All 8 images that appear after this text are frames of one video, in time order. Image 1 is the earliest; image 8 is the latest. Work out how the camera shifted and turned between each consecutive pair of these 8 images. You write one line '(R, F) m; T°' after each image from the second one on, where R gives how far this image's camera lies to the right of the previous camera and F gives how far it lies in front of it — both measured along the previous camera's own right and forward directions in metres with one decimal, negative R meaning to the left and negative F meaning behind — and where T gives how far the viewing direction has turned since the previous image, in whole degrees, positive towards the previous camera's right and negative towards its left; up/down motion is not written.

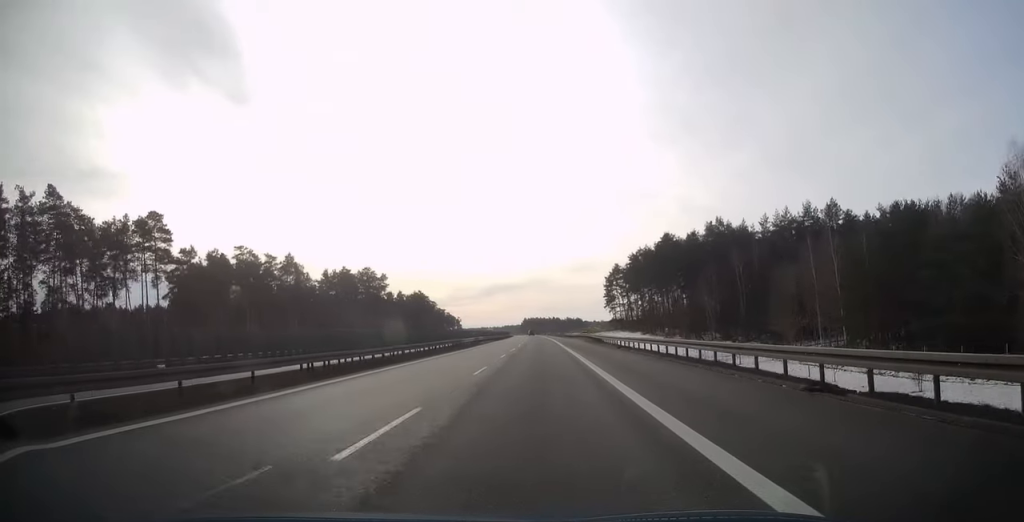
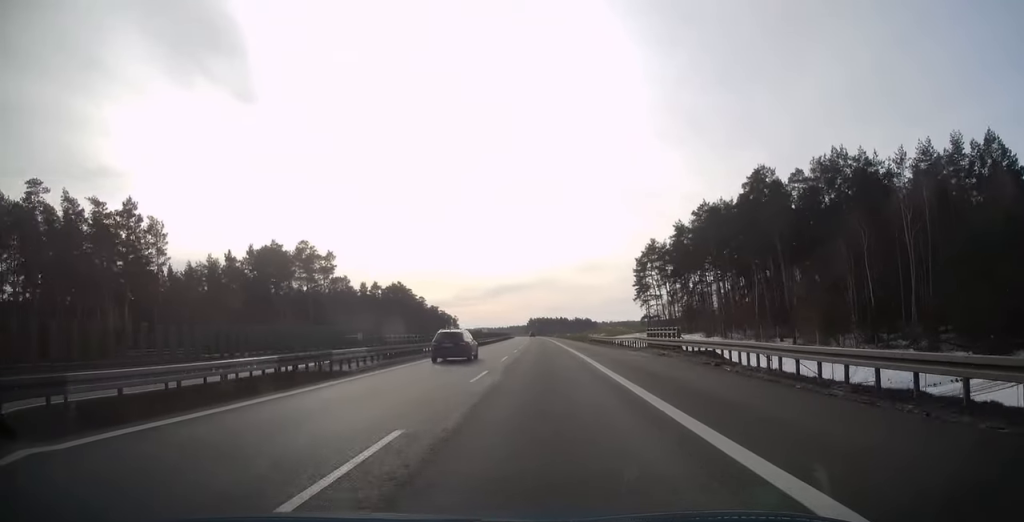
(-0.5, +50.4) m; -1°
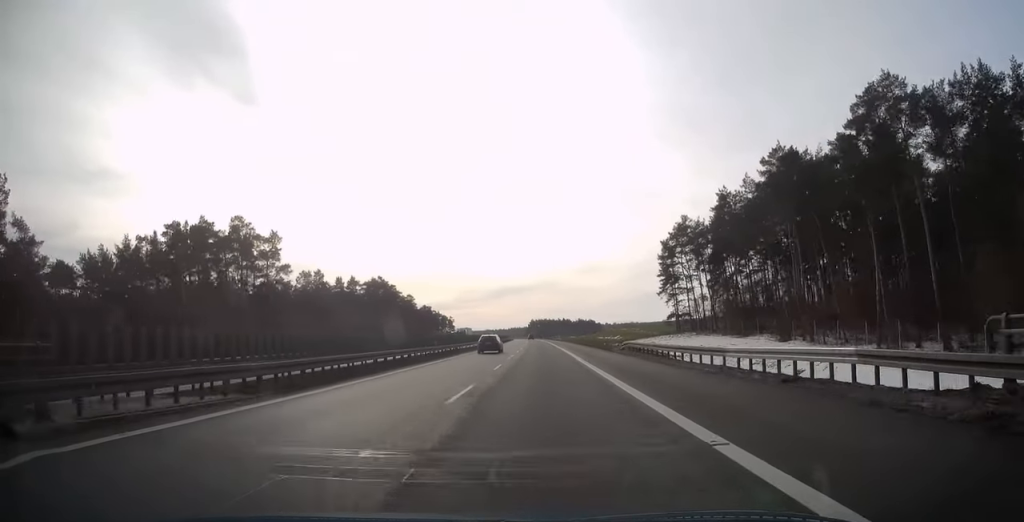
(-0.1, +28.6) m; 0°
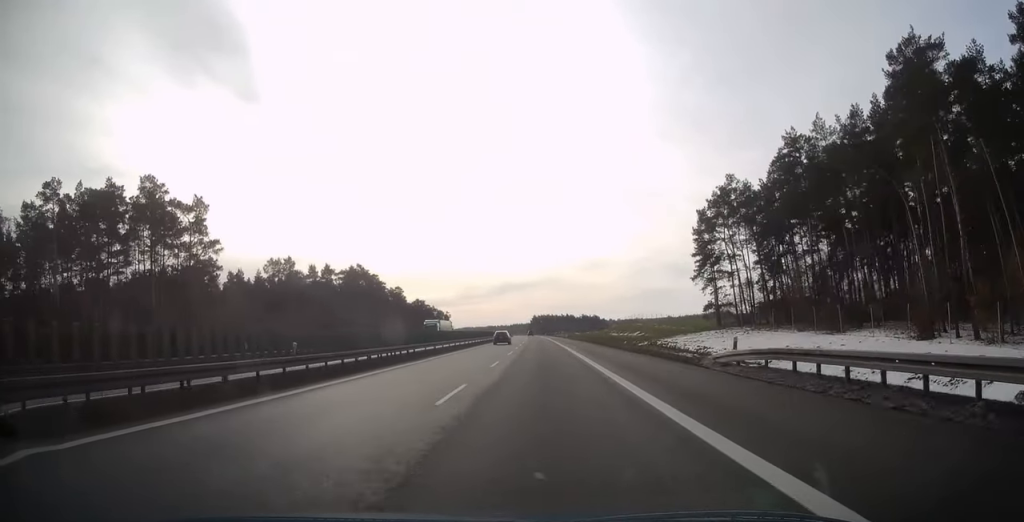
(0.0, +24.9) m; 0°
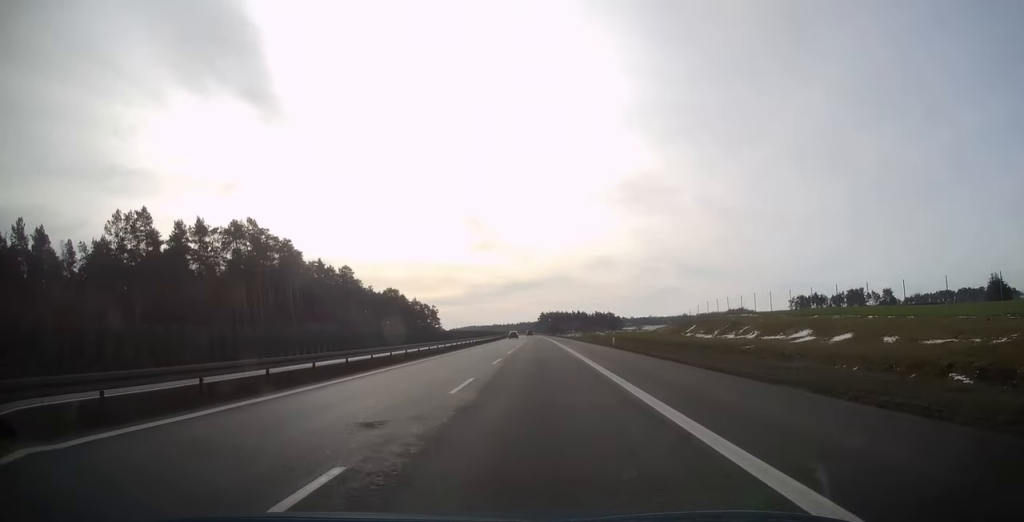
(-0.5, +69.8) m; -1°
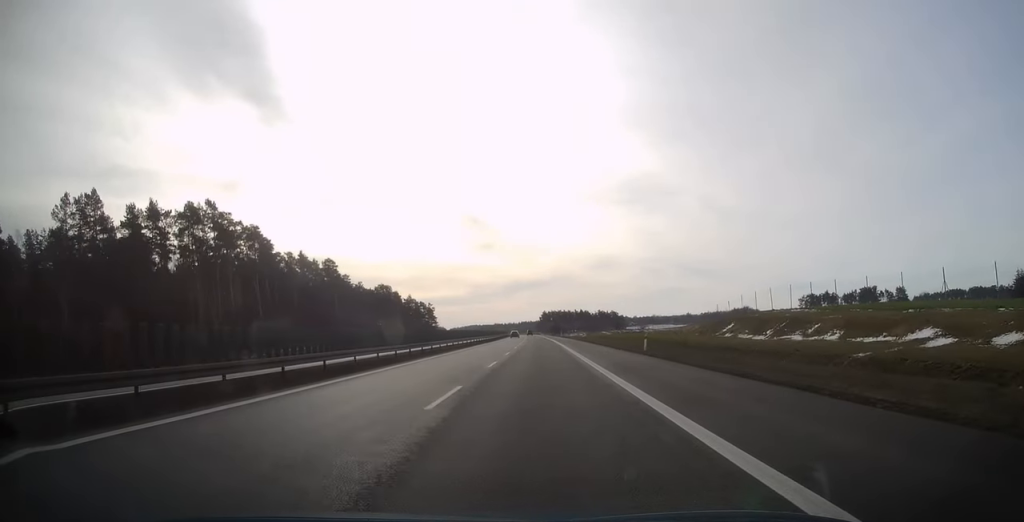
(0.0, +14.8) m; 0°
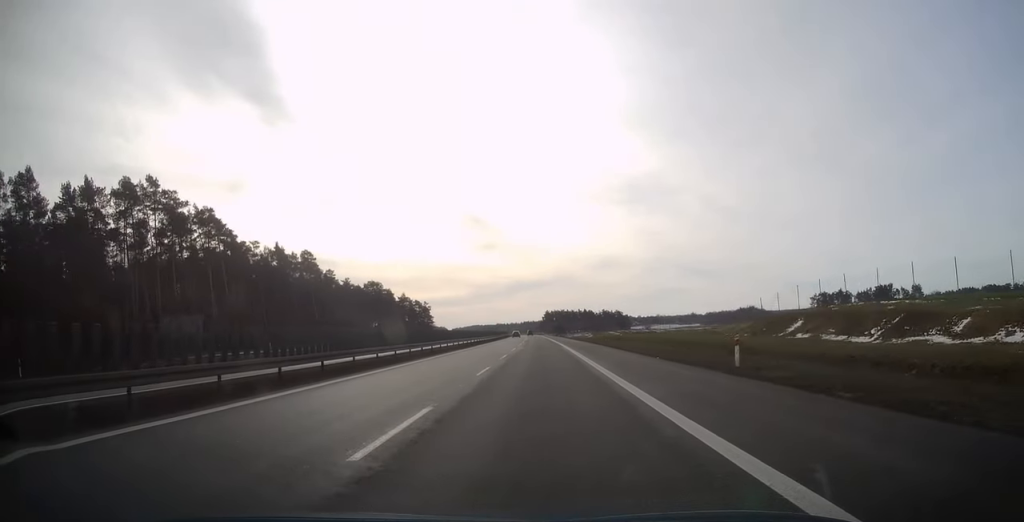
(0.0, +16.3) m; 0°
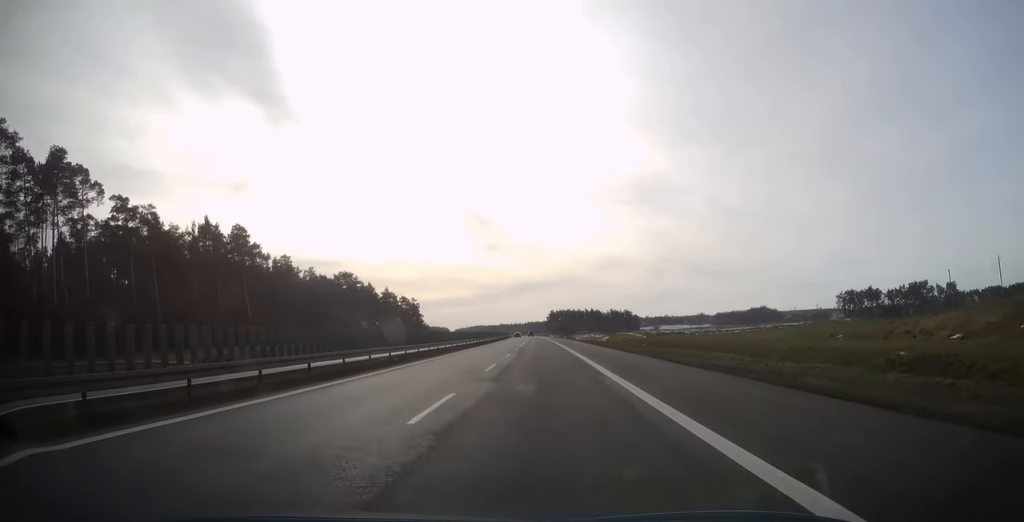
(-0.2, +33.6) m; 0°
